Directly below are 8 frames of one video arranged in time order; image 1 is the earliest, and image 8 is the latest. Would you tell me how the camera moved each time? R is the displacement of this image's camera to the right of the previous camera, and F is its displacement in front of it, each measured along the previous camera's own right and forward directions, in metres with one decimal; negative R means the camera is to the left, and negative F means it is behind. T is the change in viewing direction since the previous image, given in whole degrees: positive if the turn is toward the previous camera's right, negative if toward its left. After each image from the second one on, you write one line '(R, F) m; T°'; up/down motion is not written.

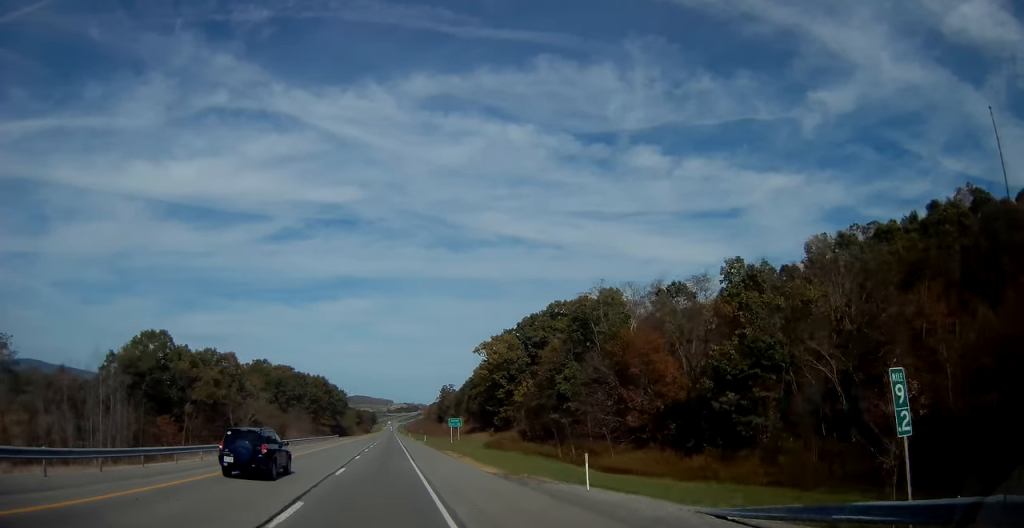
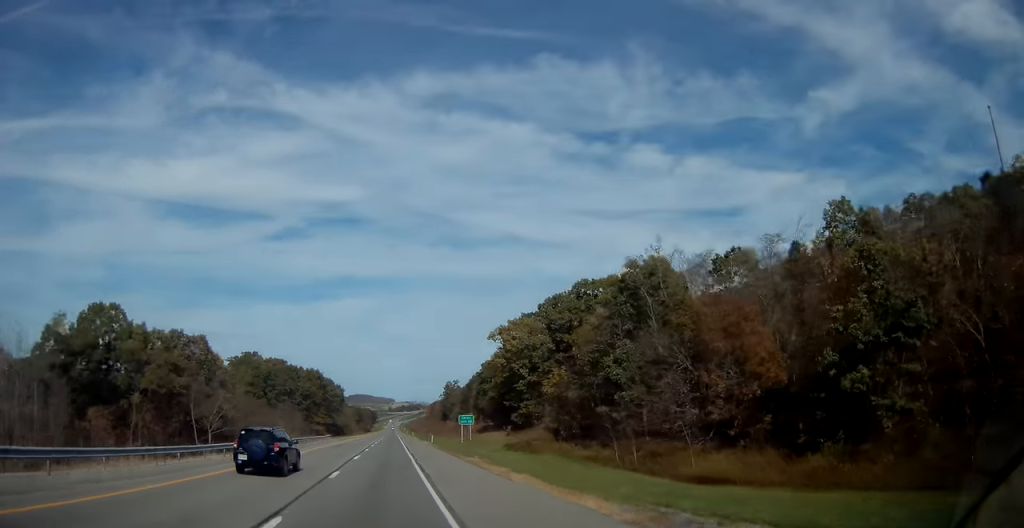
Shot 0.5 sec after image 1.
(-0.2, +15.0) m; 0°
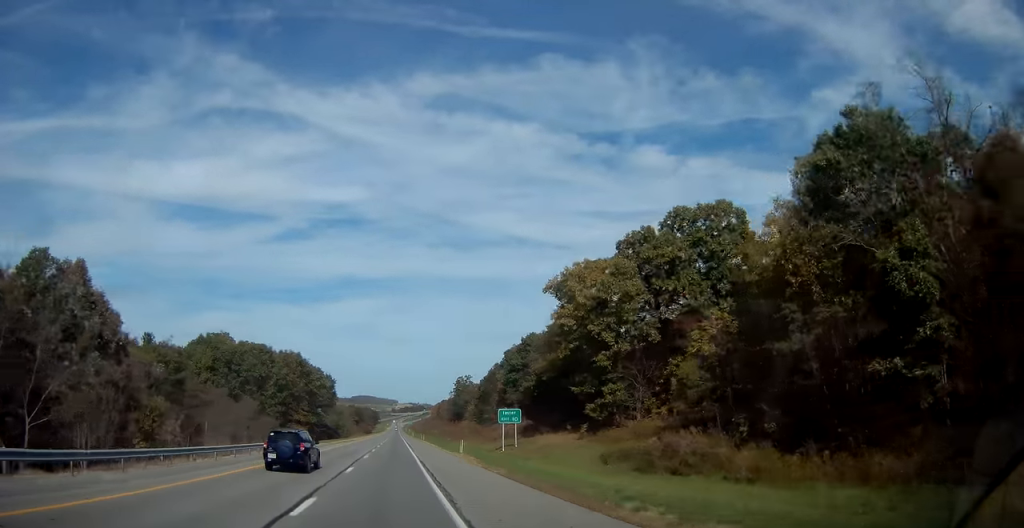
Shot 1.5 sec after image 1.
(+0.2, +33.1) m; 0°
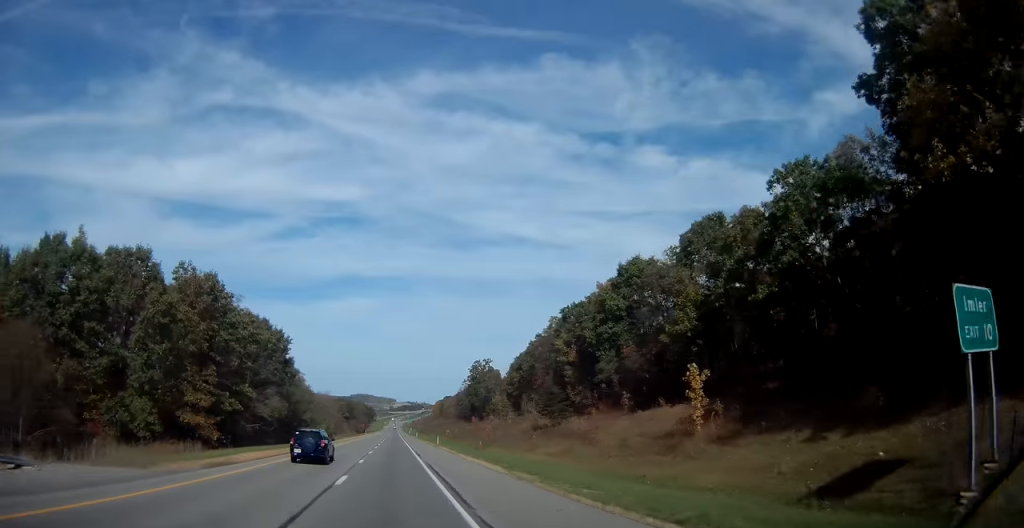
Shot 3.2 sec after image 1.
(-0.3, +54.6) m; -1°
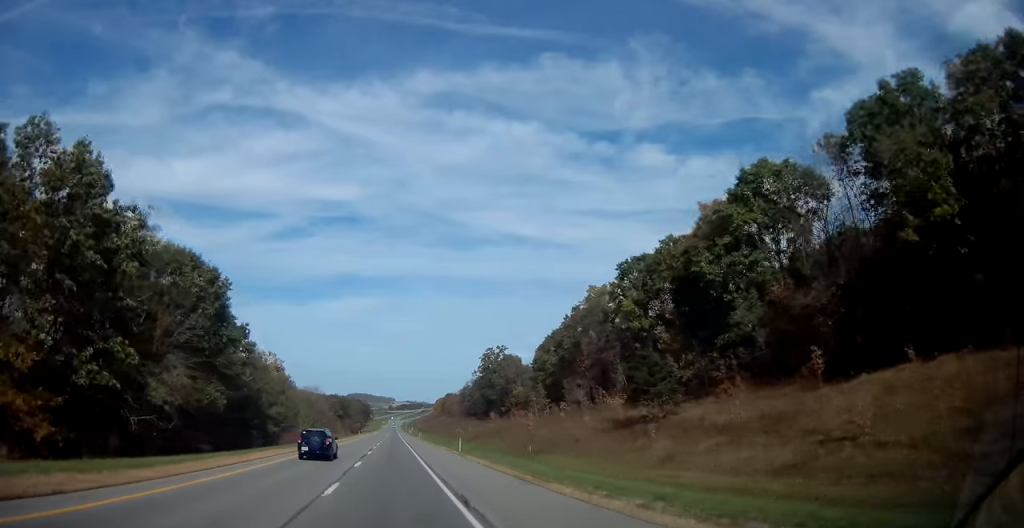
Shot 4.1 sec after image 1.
(-0.1, +27.8) m; 0°
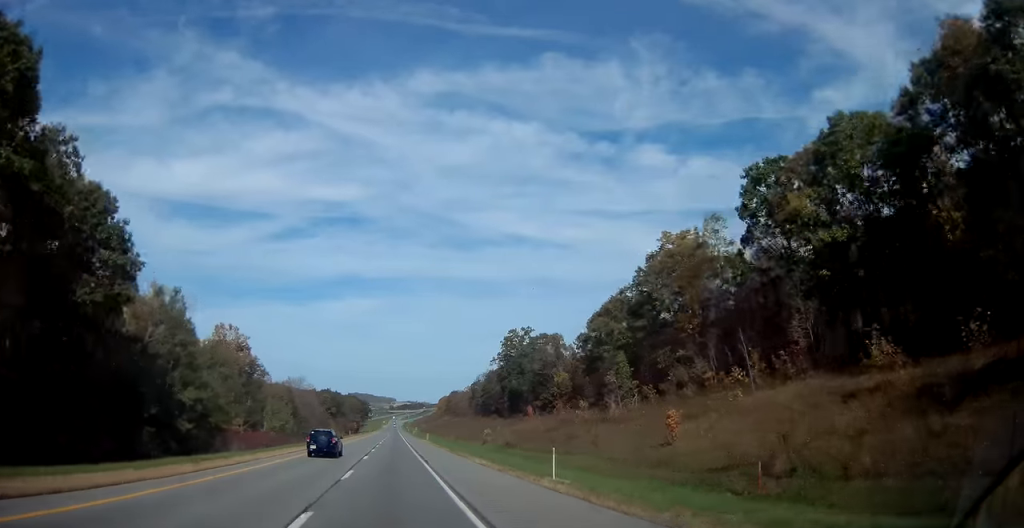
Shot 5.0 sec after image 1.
(+0.1, +31.1) m; 0°
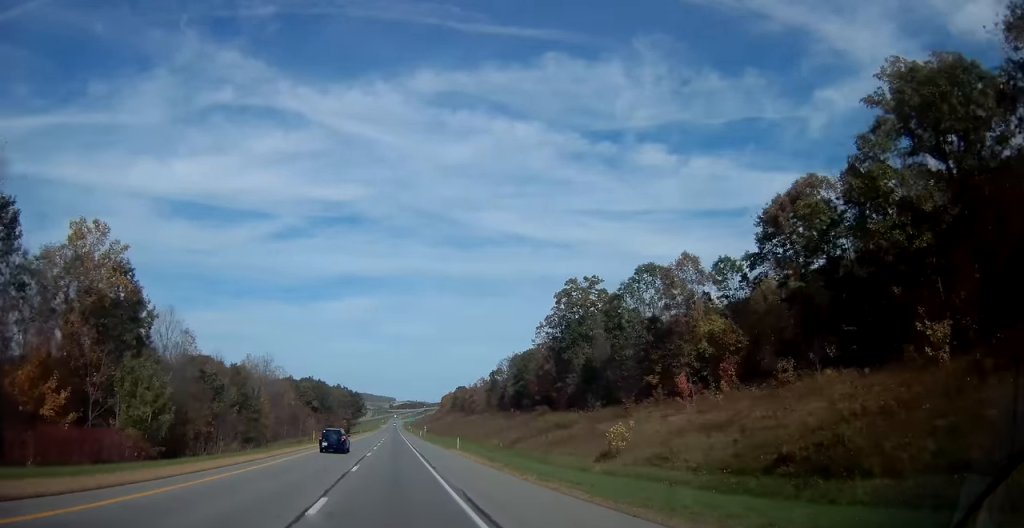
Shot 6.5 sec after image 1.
(0.0, +46.0) m; 0°
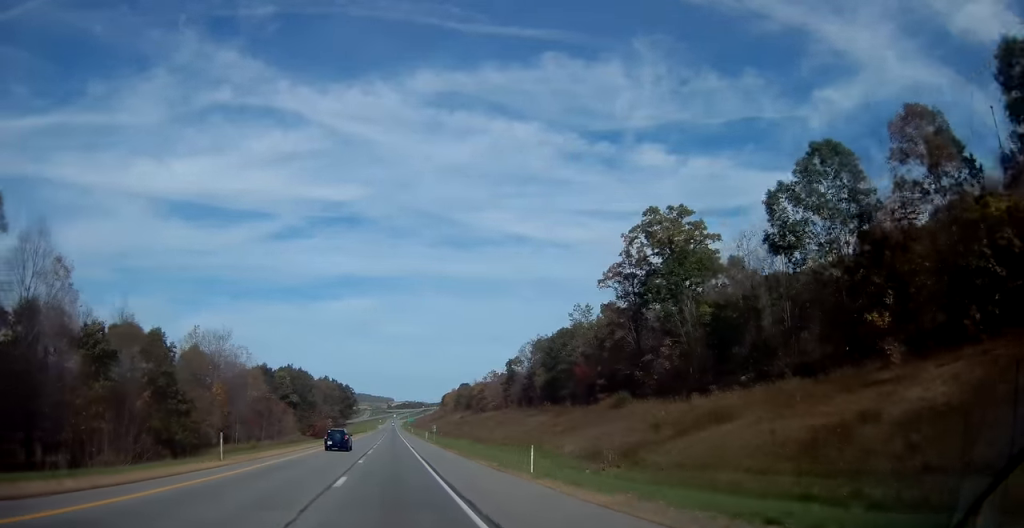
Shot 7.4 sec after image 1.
(+0.2, +31.1) m; 0°
